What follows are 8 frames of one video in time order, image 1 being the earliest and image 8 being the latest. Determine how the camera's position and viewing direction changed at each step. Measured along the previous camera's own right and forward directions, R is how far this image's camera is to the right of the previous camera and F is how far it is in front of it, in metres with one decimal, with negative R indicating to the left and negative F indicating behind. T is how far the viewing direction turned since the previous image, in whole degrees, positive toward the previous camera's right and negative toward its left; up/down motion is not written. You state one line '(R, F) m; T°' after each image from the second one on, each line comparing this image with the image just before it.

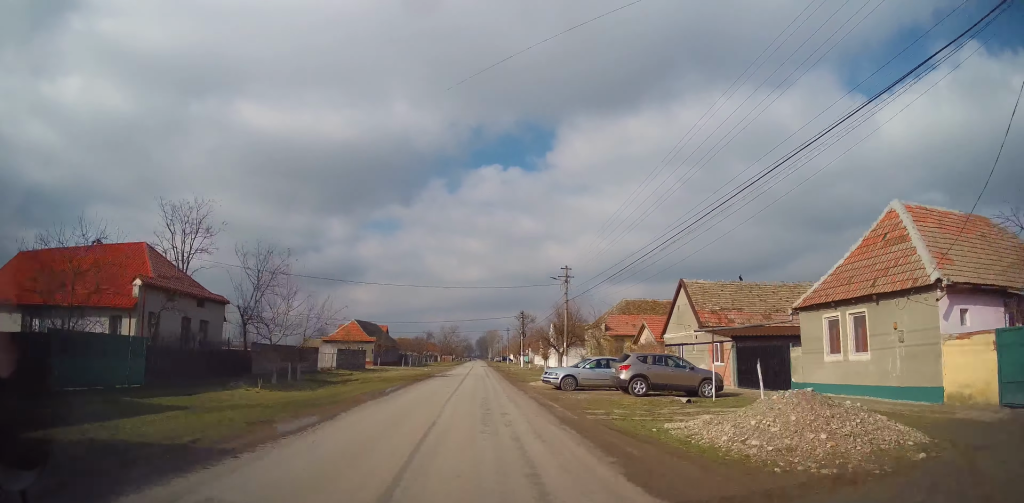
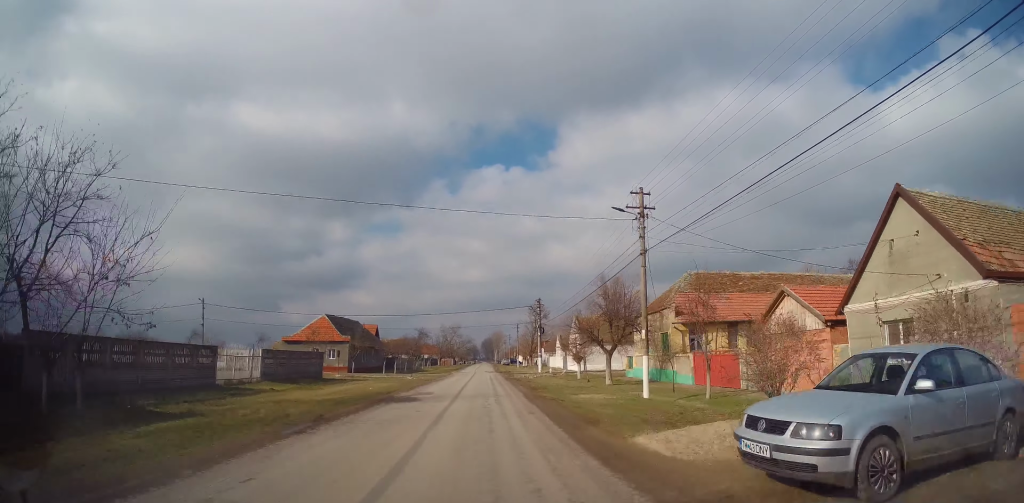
(-0.1, +17.8) m; +1°
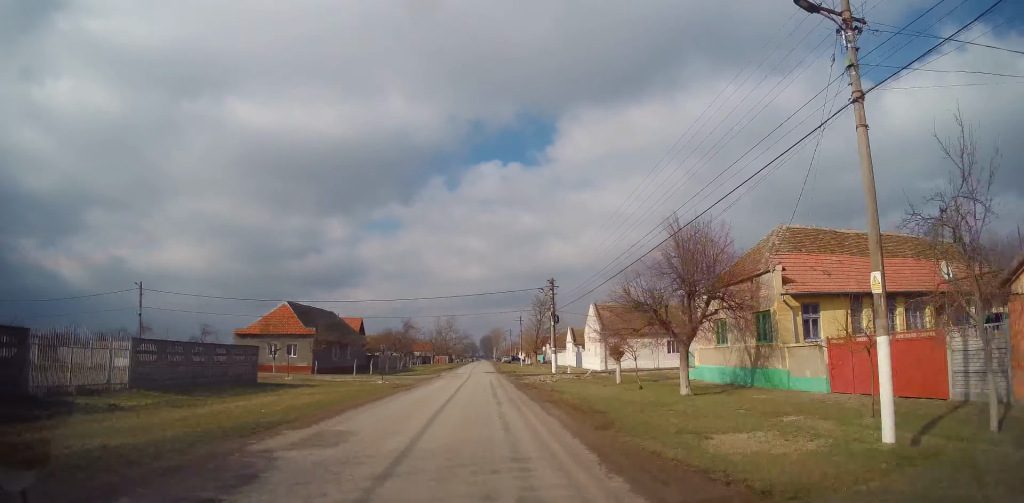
(+0.2, +12.6) m; 0°
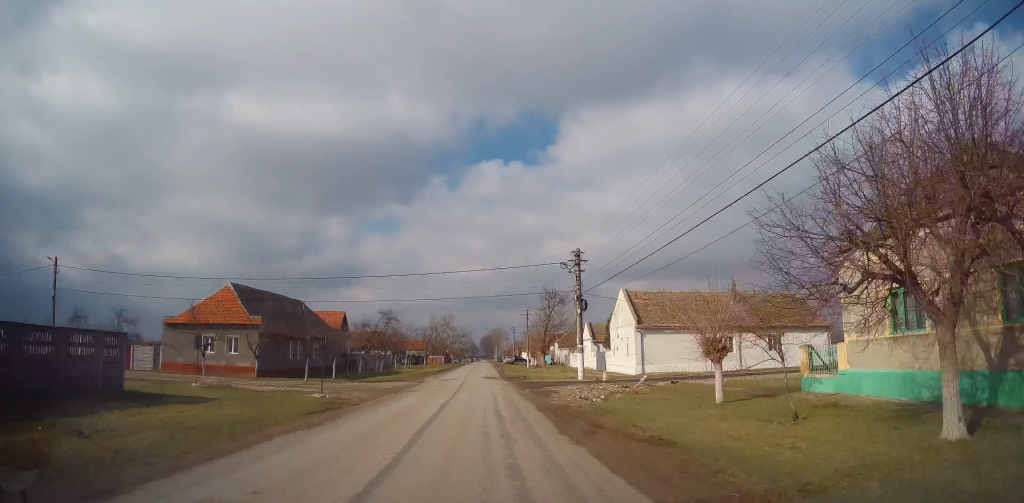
(-0.2, +12.5) m; -1°
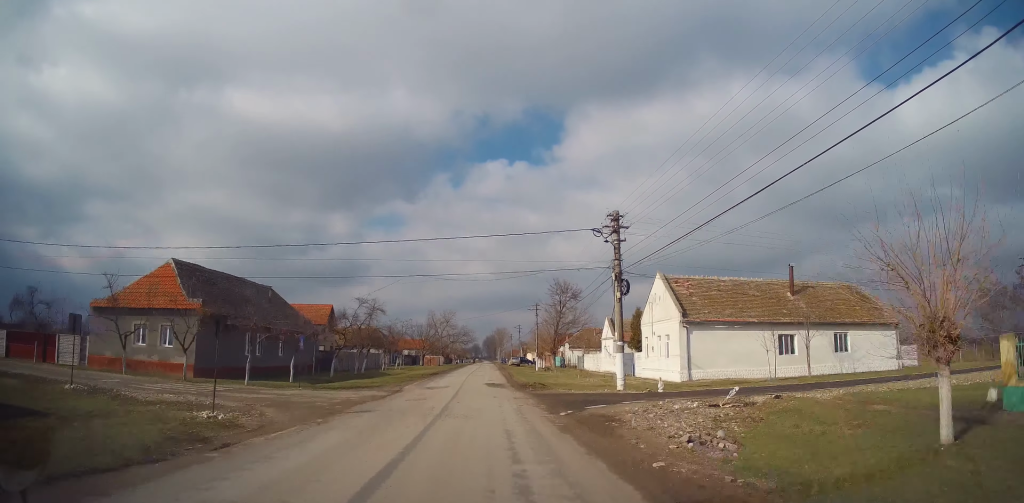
(0.0, +9.1) m; +1°
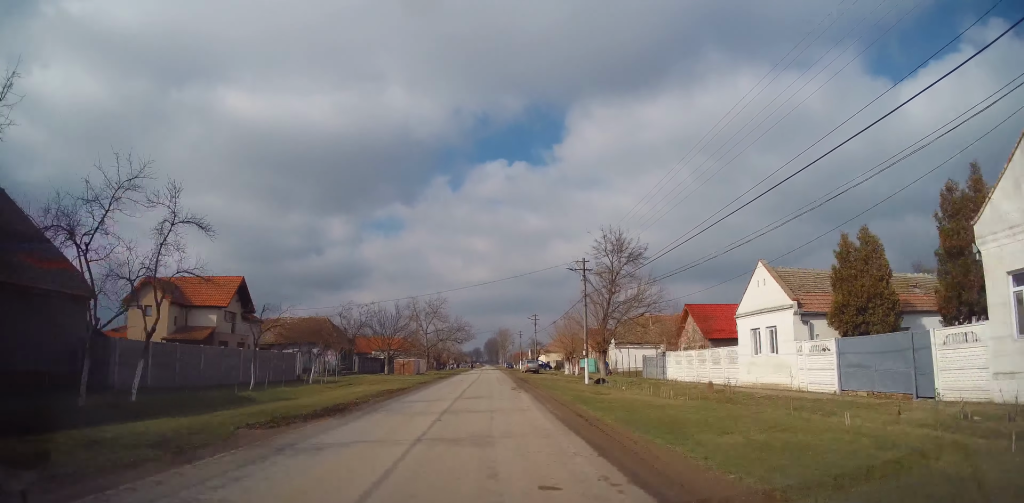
(+0.2, +30.2) m; 0°
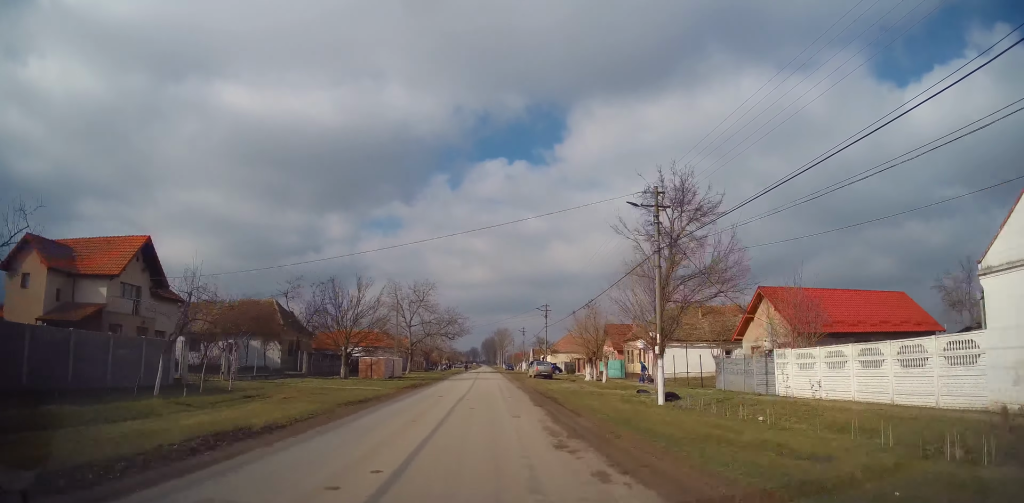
(+0.1, +15.3) m; 0°
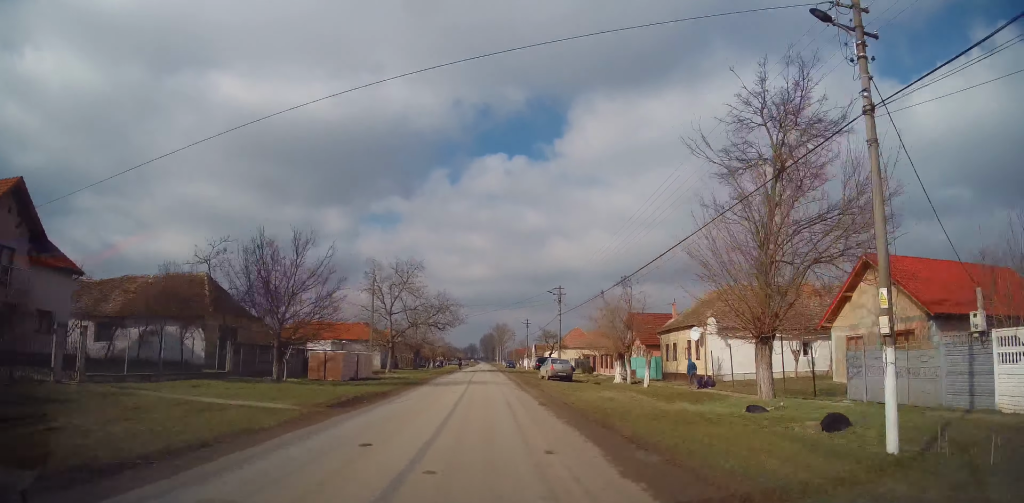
(0.0, +11.9) m; 0°
